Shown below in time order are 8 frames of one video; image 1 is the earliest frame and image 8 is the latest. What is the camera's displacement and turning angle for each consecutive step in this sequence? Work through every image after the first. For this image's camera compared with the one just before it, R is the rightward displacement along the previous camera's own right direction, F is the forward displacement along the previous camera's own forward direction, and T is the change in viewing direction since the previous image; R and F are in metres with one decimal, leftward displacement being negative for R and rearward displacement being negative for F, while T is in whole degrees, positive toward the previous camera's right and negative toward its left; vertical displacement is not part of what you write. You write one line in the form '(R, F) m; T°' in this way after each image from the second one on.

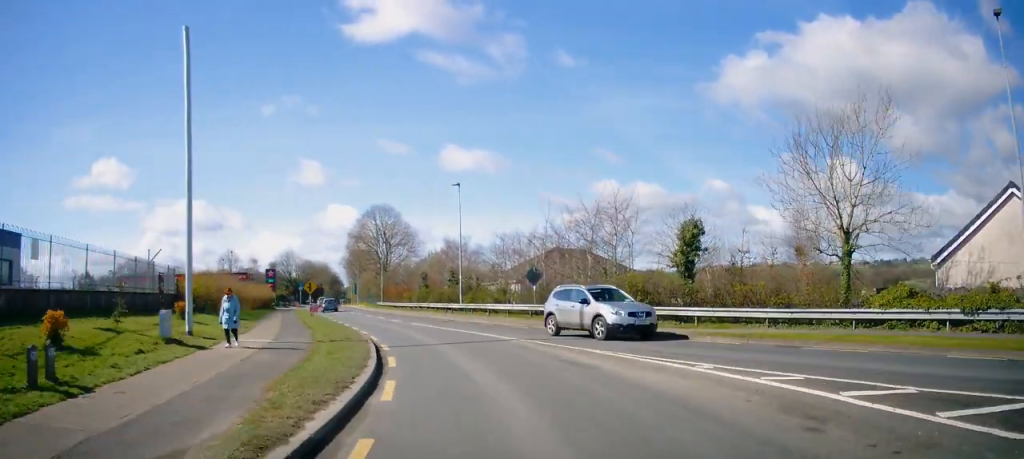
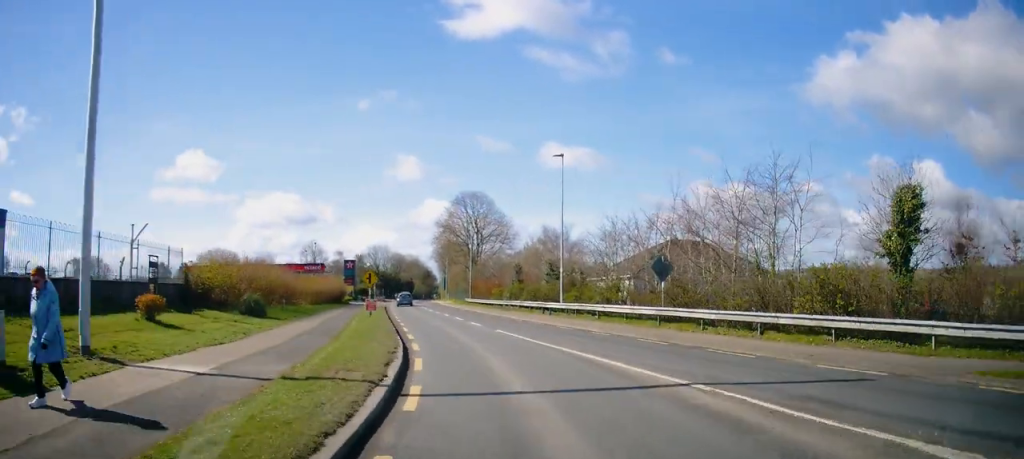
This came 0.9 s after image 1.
(-0.6, +9.0) m; -6°
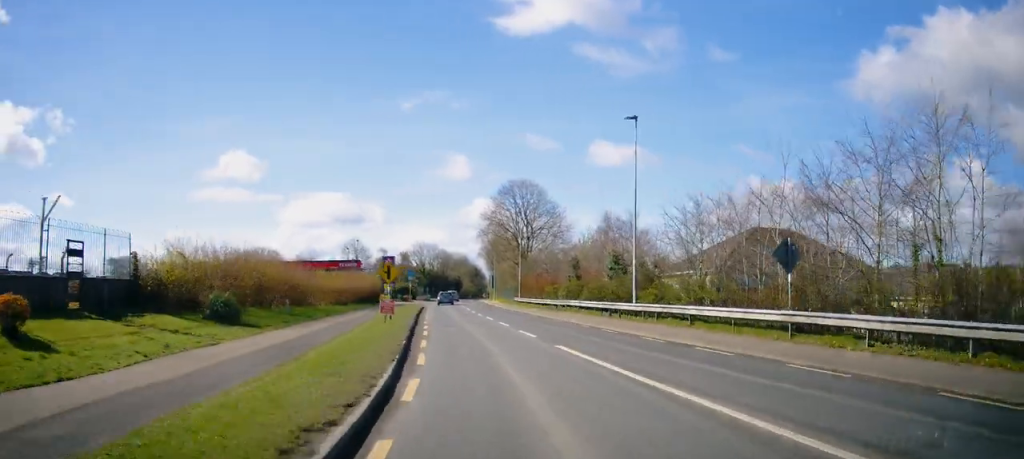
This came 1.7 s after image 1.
(-0.3, +7.8) m; -4°
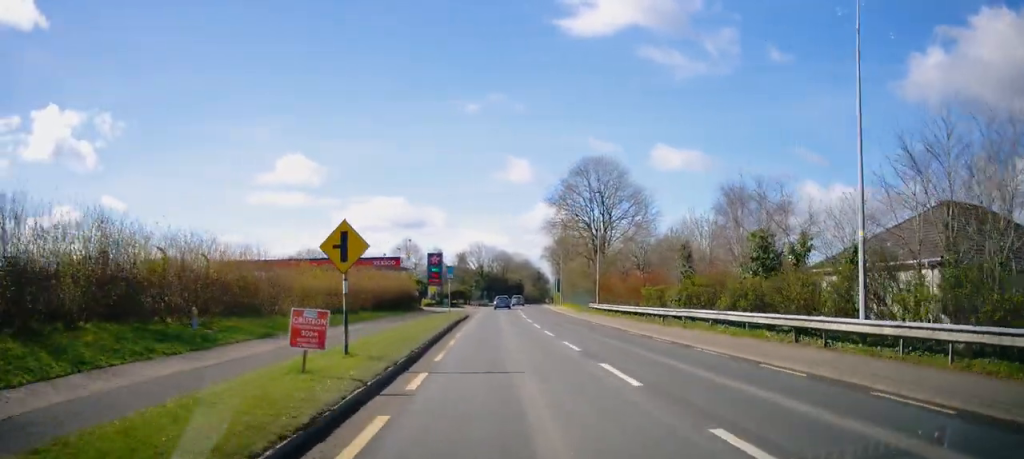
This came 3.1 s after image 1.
(-1.0, +15.2) m; -4°
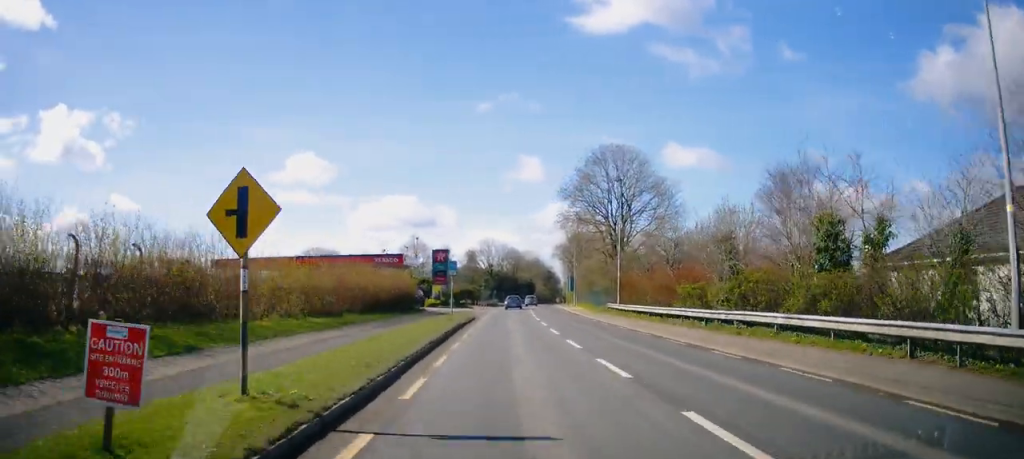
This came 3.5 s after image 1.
(0.0, +5.0) m; 0°
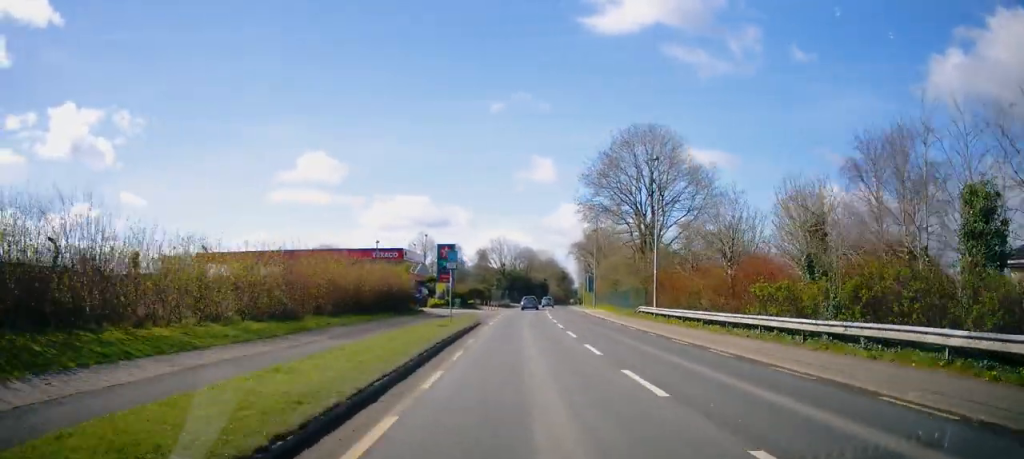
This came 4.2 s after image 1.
(+0.1, +7.4) m; +1°
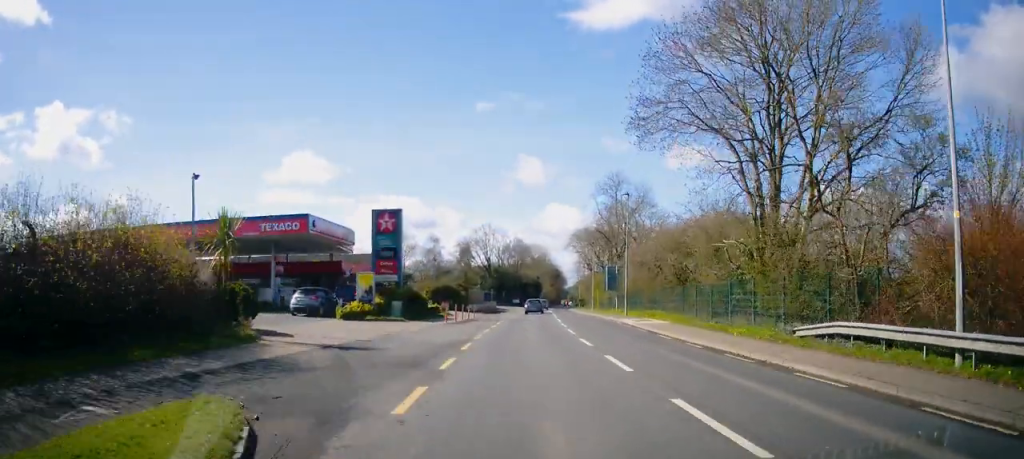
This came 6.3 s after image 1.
(-0.2, +26.6) m; -1°
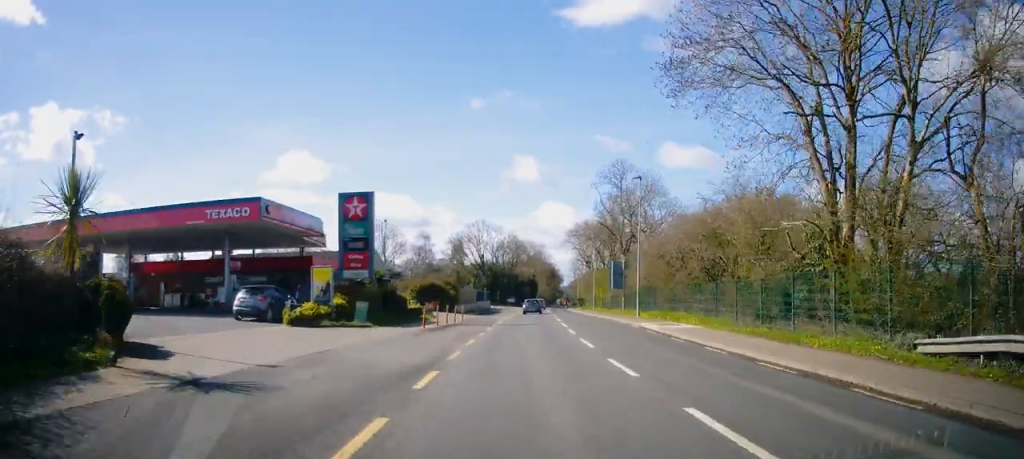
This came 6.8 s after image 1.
(0.0, +6.6) m; 0°
